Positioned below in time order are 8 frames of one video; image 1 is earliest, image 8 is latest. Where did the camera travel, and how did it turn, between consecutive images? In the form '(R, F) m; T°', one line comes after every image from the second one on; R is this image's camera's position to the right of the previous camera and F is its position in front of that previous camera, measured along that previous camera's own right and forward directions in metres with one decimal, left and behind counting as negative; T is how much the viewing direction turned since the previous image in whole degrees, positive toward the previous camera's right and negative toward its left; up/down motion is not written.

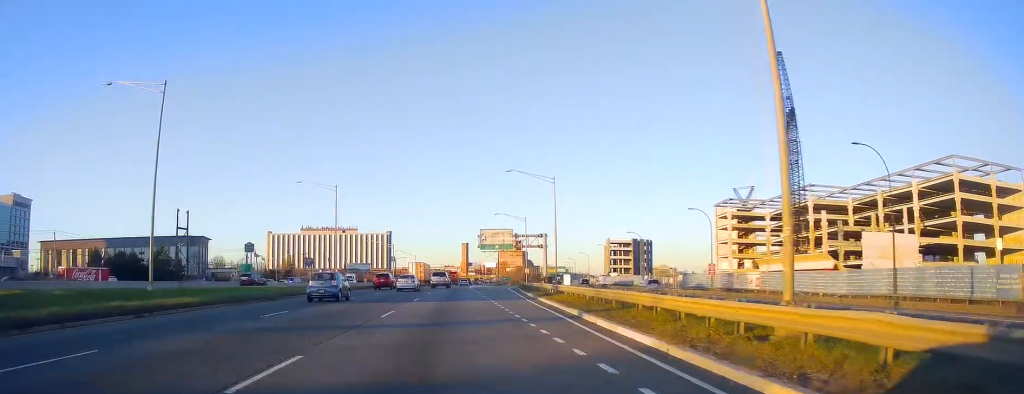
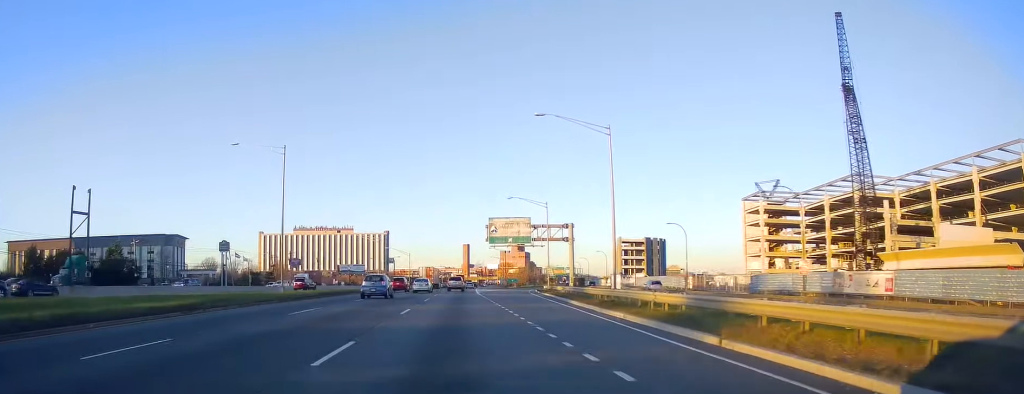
(0.0, +22.0) m; 0°
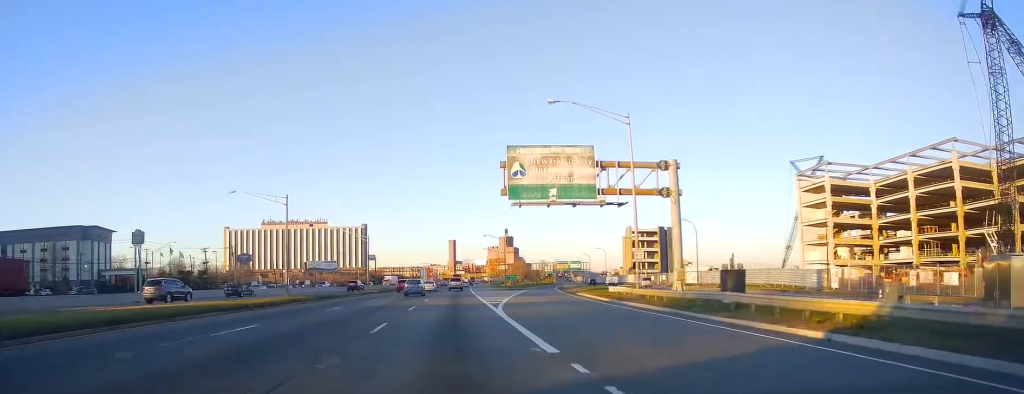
(-0.8, +42.3) m; -1°
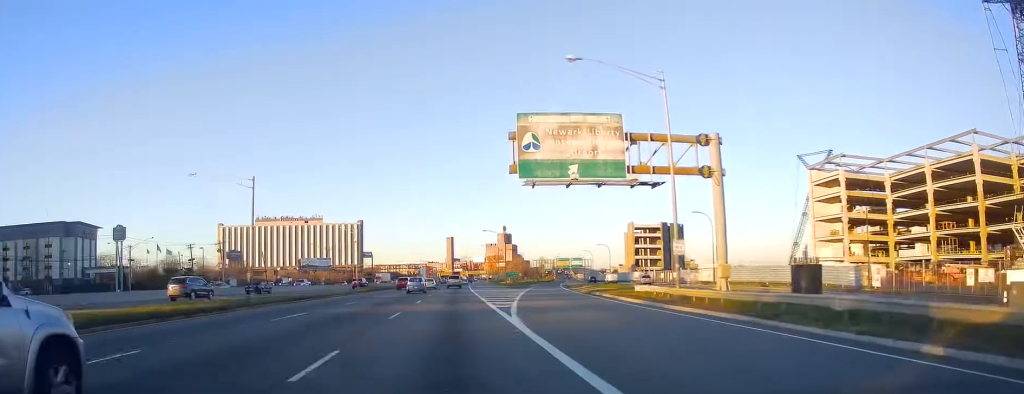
(+0.1, +7.4) m; +1°
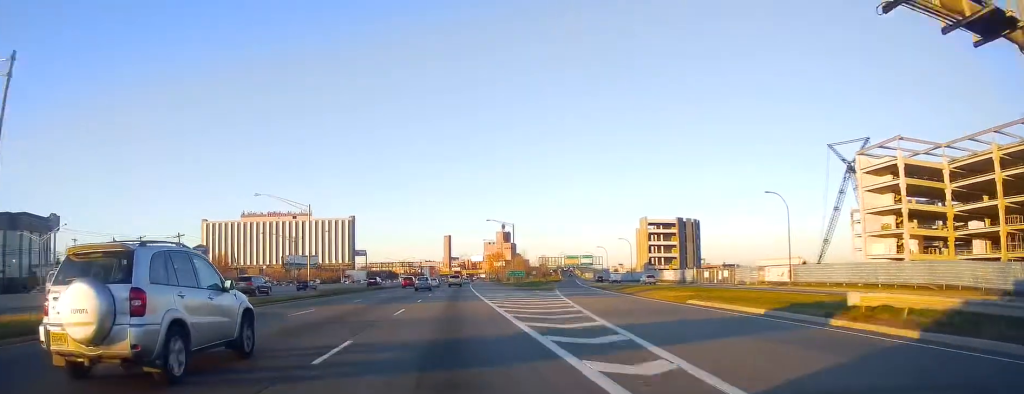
(+0.2, +22.6) m; -1°
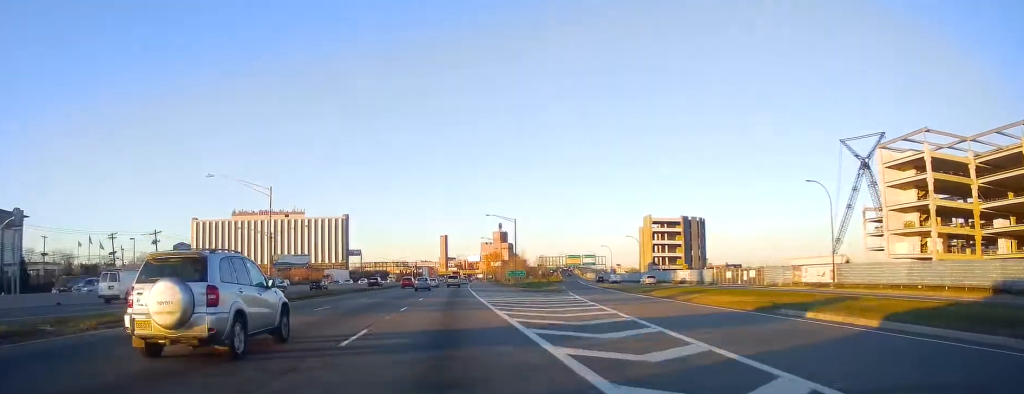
(-0.1, +10.0) m; 0°
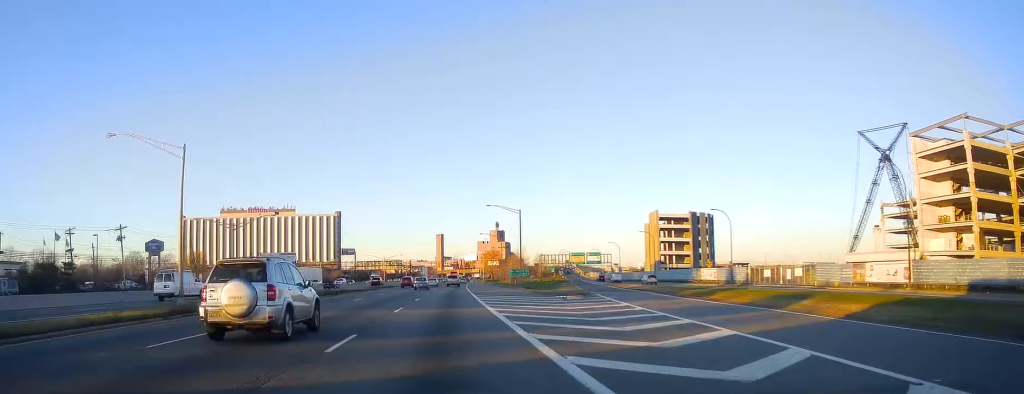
(-0.2, +13.0) m; 0°
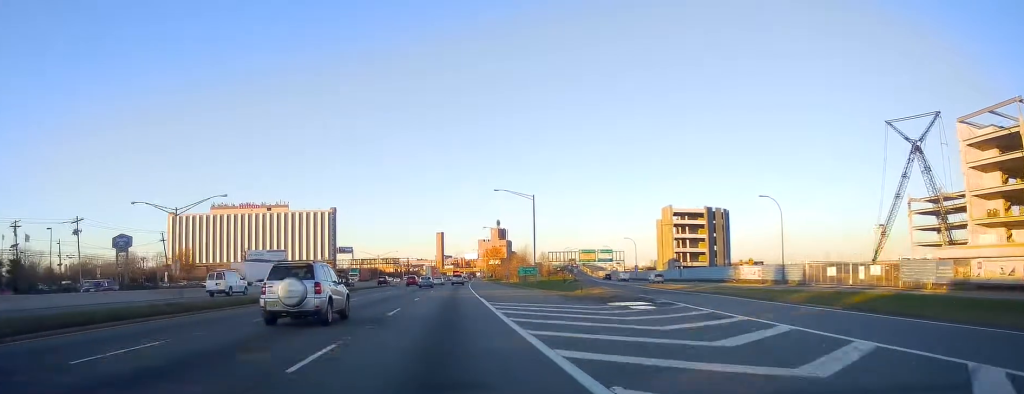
(+0.2, +14.6) m; +2°
